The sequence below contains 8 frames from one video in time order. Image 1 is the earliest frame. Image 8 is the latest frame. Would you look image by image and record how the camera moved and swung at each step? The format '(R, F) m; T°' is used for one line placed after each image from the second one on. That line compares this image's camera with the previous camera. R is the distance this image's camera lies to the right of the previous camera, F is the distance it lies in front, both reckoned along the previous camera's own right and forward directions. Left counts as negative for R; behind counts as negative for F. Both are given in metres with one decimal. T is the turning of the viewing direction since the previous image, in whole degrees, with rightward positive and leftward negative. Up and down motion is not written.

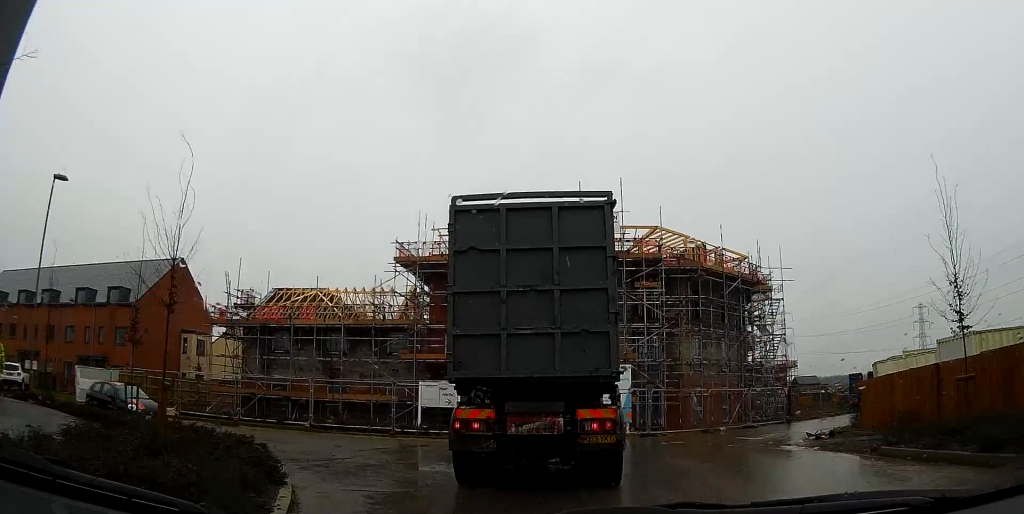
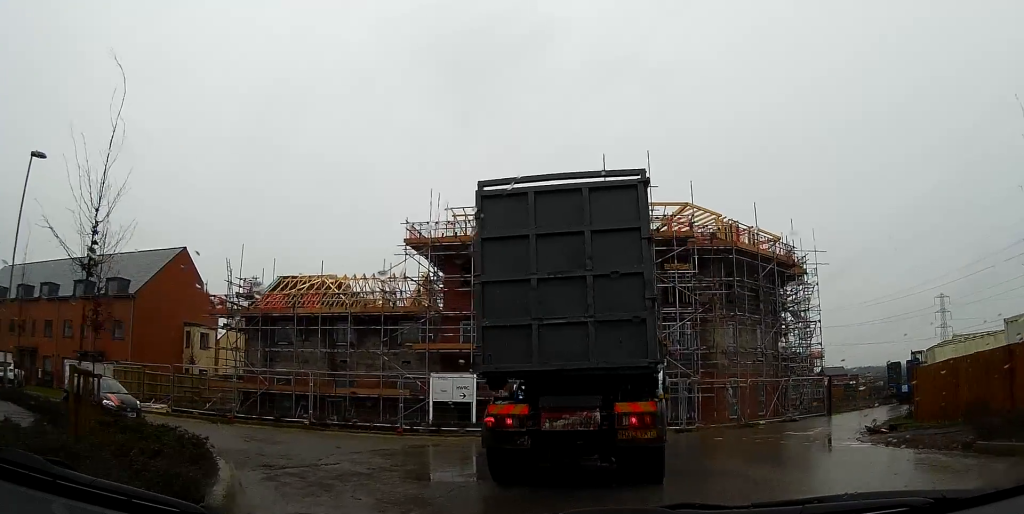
(0.0, +3.5) m; -2°
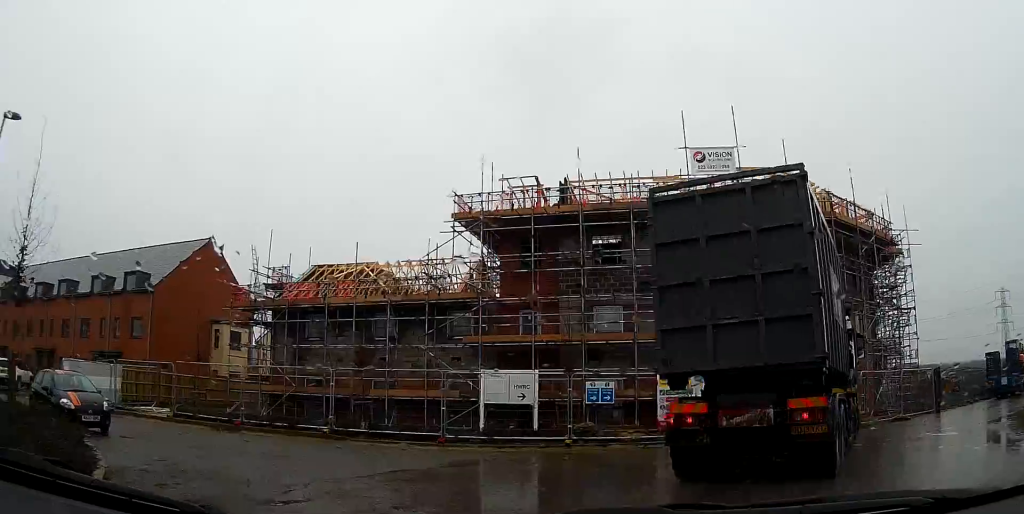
(-0.3, +5.4) m; -3°
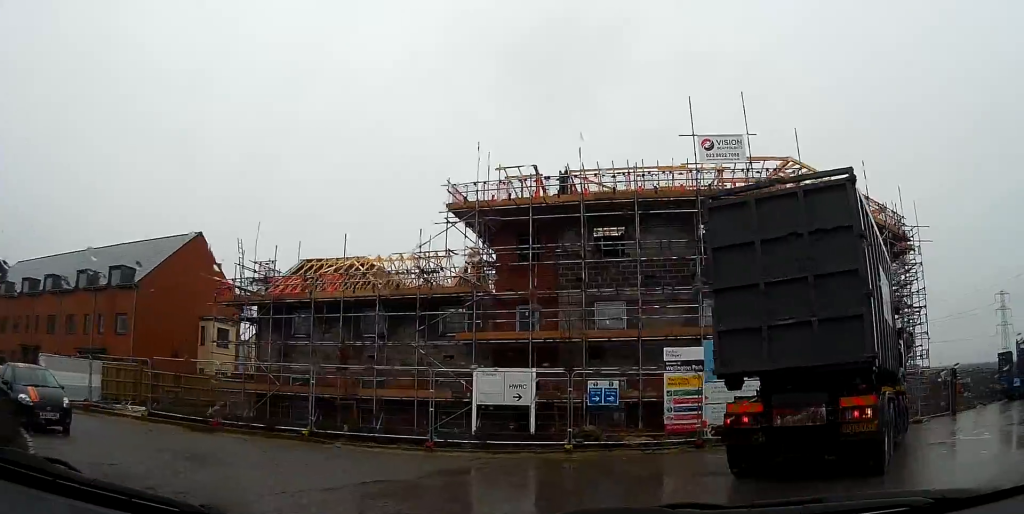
(0.0, +1.6) m; 0°
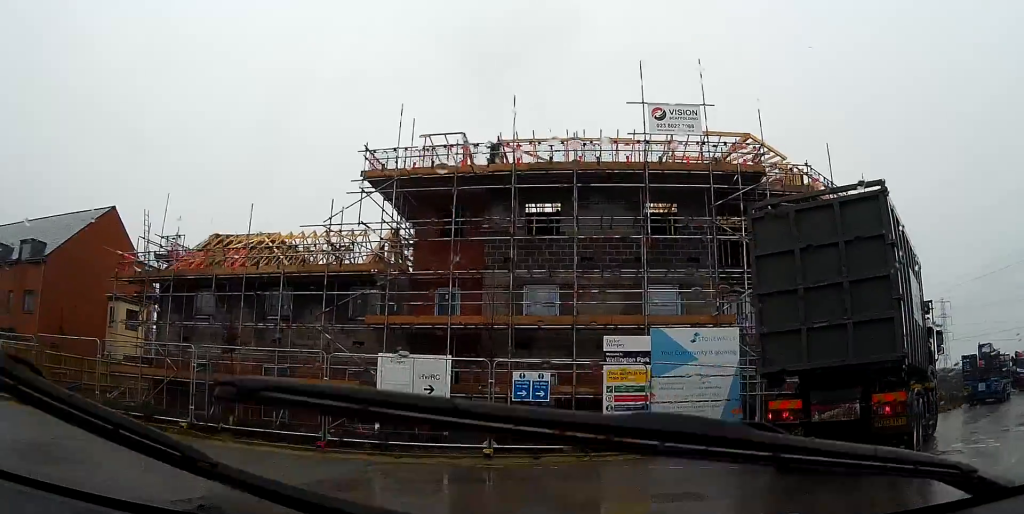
(0.0, +3.1) m; +4°
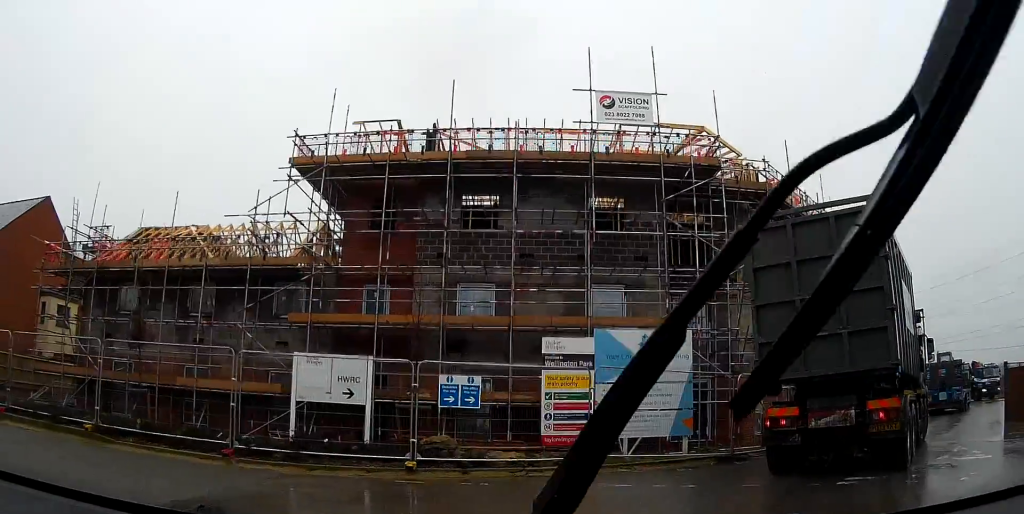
(0.0, +1.5) m; +3°
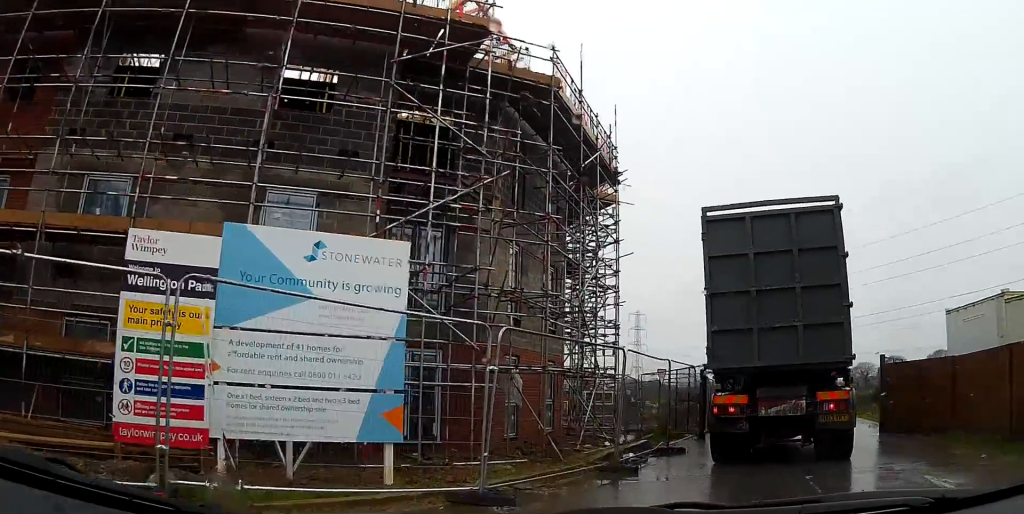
(+0.6, +6.3) m; +16°
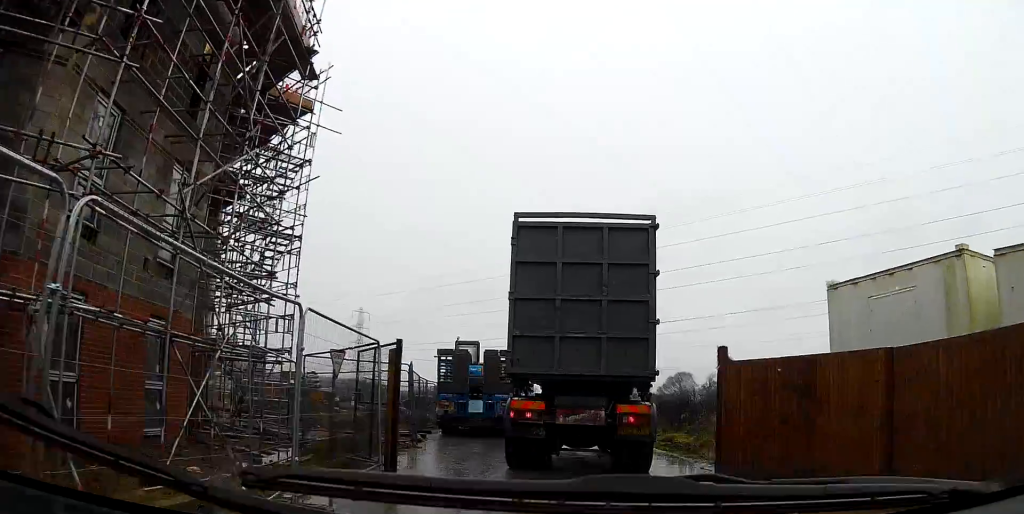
(+1.5, +7.1) m; +22°
